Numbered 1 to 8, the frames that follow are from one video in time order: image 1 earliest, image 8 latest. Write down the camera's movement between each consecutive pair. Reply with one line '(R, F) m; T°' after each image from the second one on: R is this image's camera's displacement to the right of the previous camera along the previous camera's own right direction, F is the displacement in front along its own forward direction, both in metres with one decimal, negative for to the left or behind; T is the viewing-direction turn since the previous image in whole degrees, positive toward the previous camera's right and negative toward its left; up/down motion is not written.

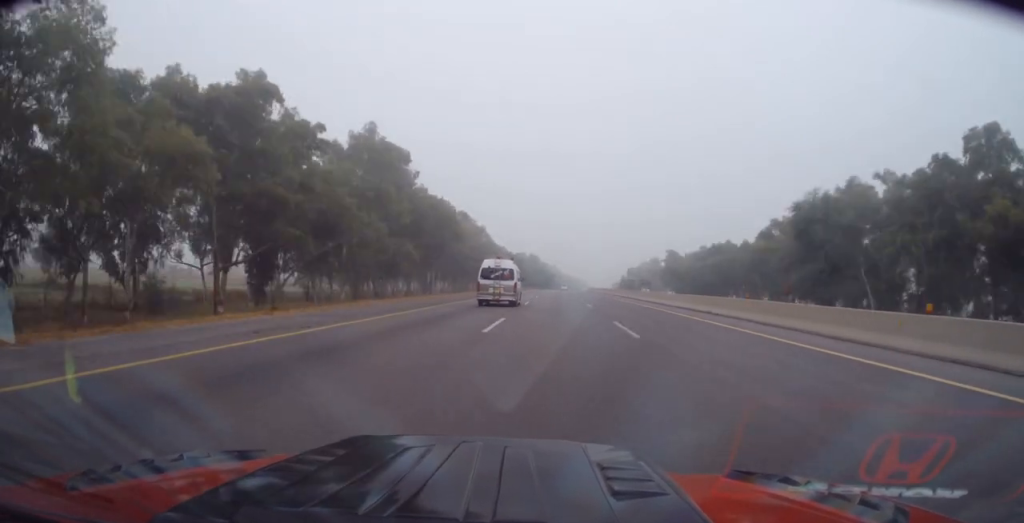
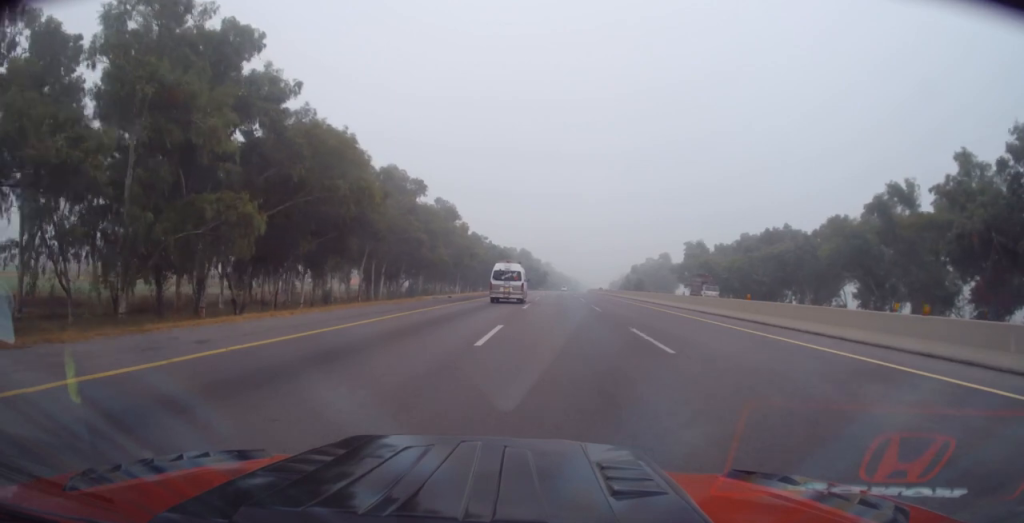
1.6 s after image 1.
(+0.2, +39.2) m; 0°
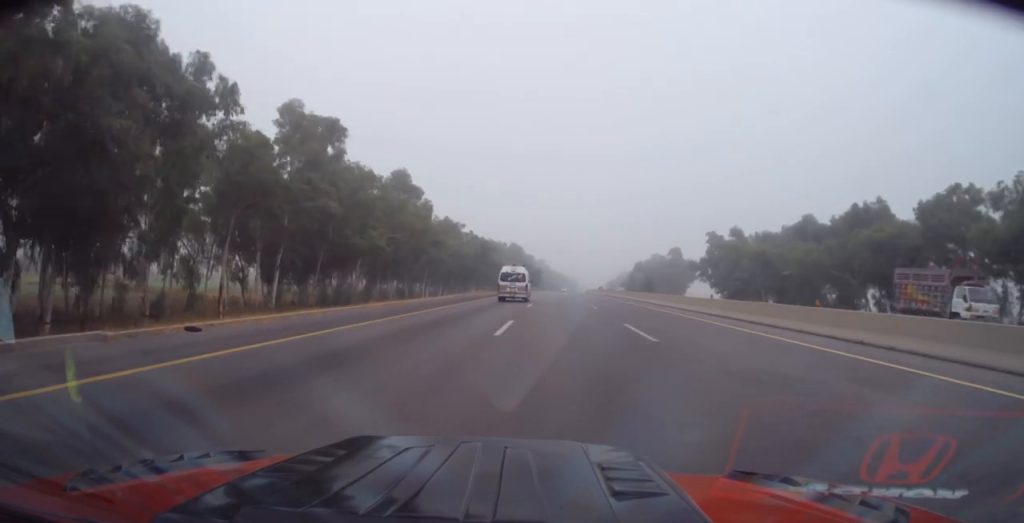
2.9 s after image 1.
(-0.2, +33.5) m; 0°
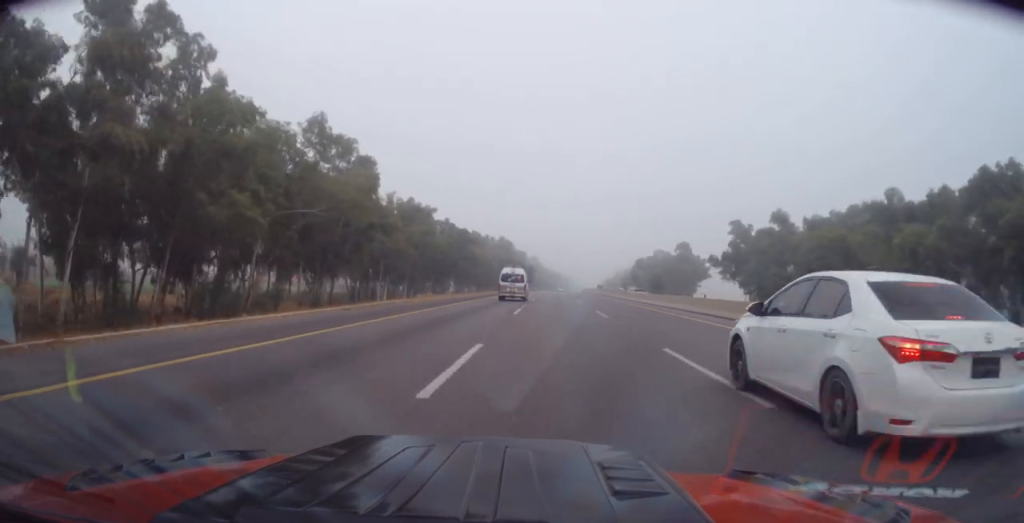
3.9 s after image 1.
(+0.2, +25.9) m; 0°
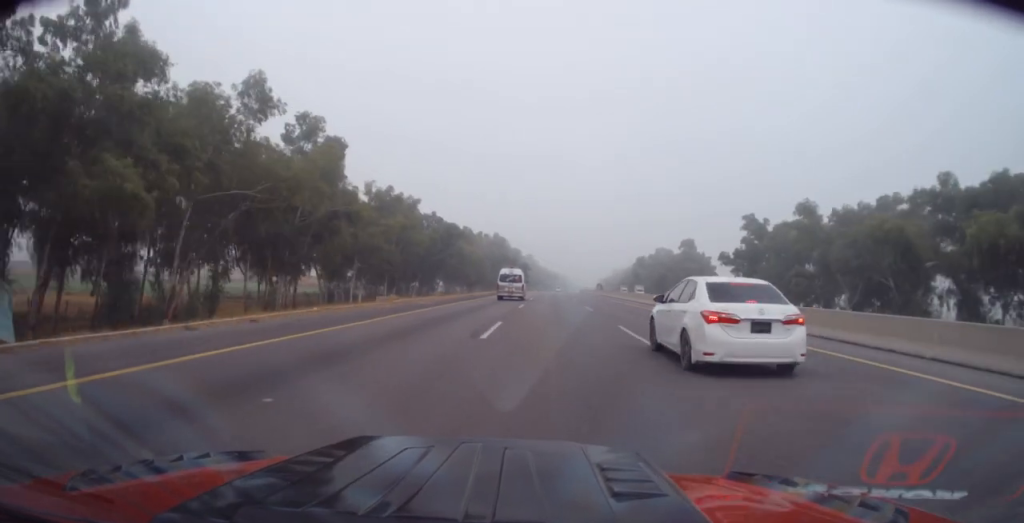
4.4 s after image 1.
(+0.1, +10.9) m; 0°
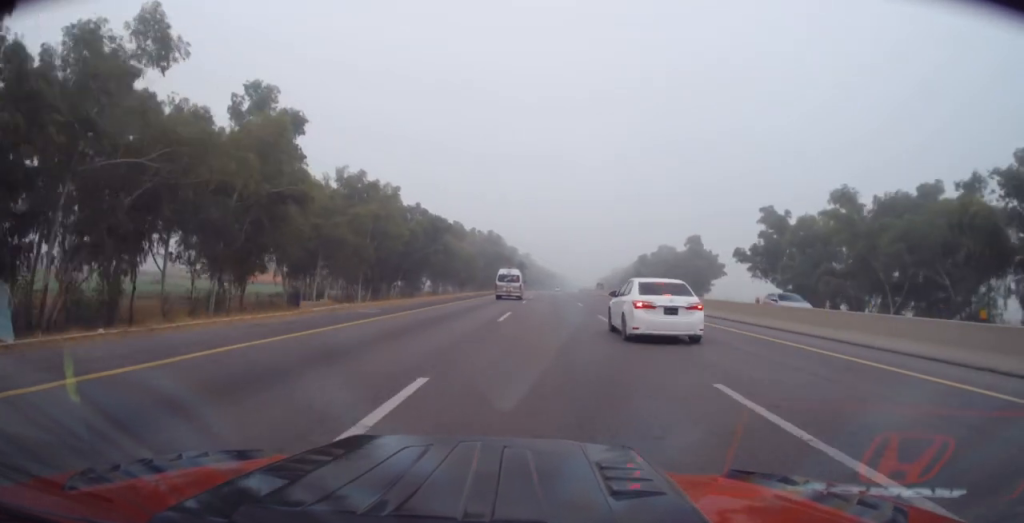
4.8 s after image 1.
(-0.2, +11.7) m; 0°
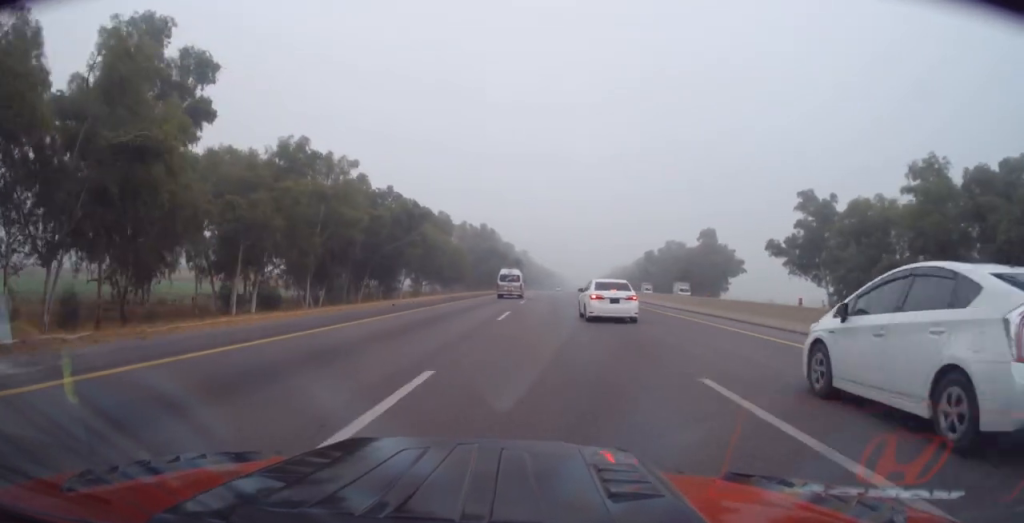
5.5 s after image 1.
(-0.2, +17.6) m; +1°
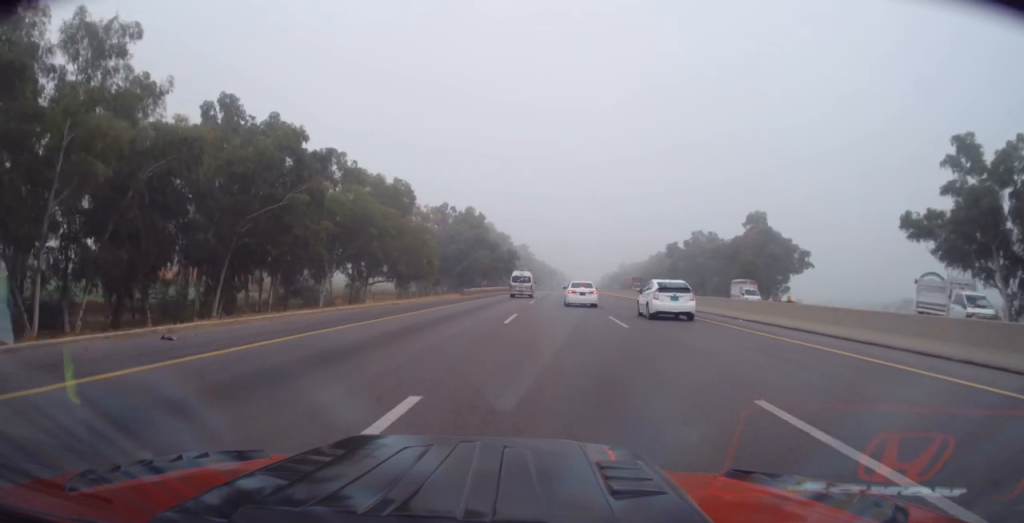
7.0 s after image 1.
(+0.7, +37.5) m; 0°
